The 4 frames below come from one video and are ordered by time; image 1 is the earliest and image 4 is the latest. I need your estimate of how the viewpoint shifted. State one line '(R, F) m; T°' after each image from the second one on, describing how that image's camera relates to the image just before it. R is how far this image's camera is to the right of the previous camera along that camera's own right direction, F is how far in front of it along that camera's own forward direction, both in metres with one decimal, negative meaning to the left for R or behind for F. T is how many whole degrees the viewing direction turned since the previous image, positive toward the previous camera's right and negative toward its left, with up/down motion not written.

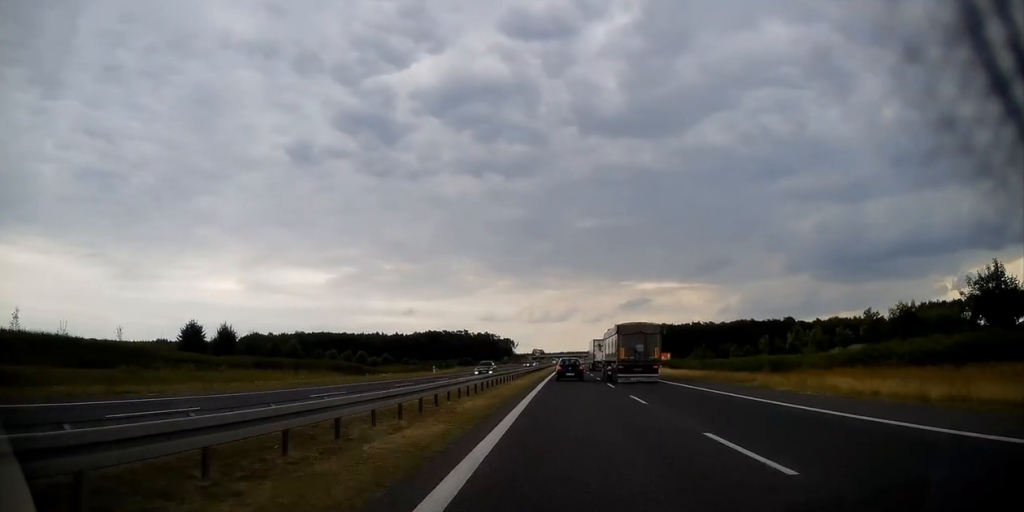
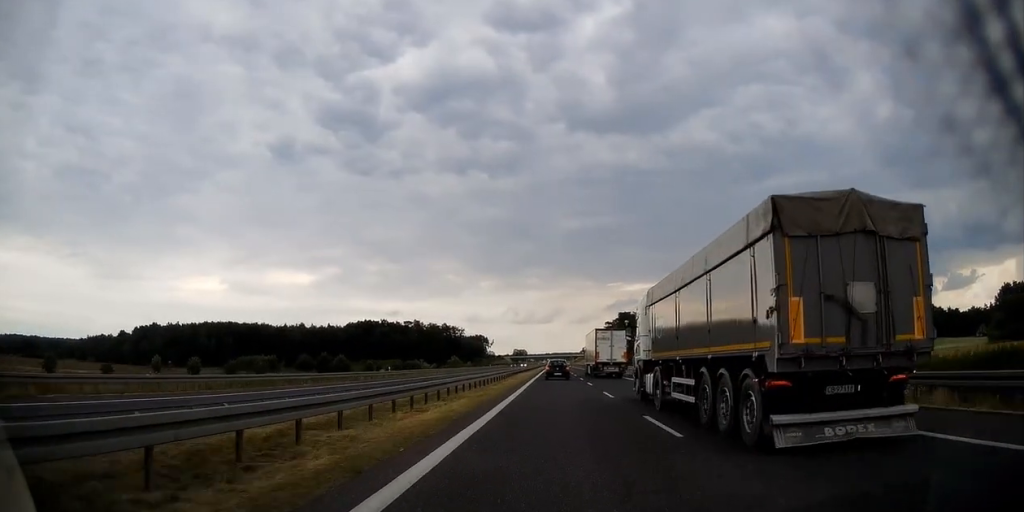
(+2.5, +116.9) m; +2°
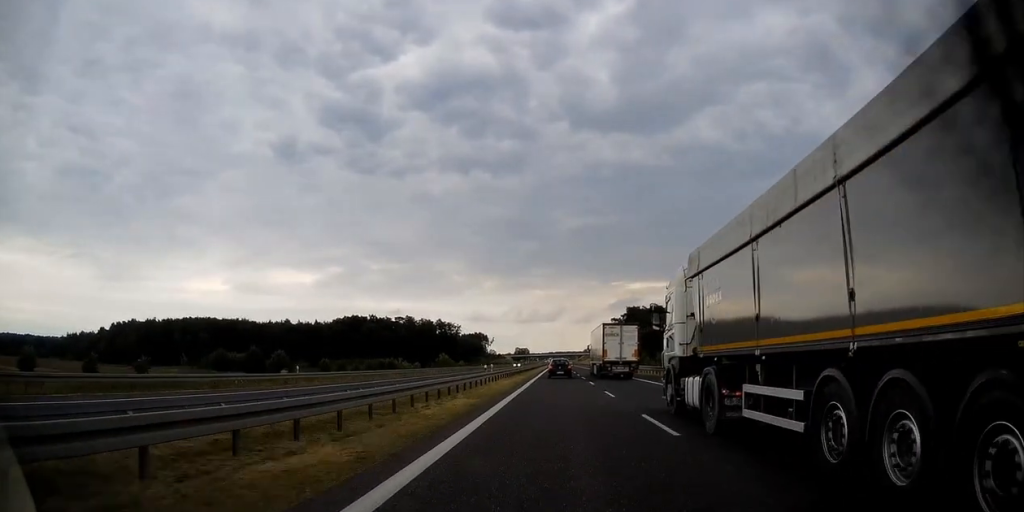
(0.0, +24.1) m; 0°
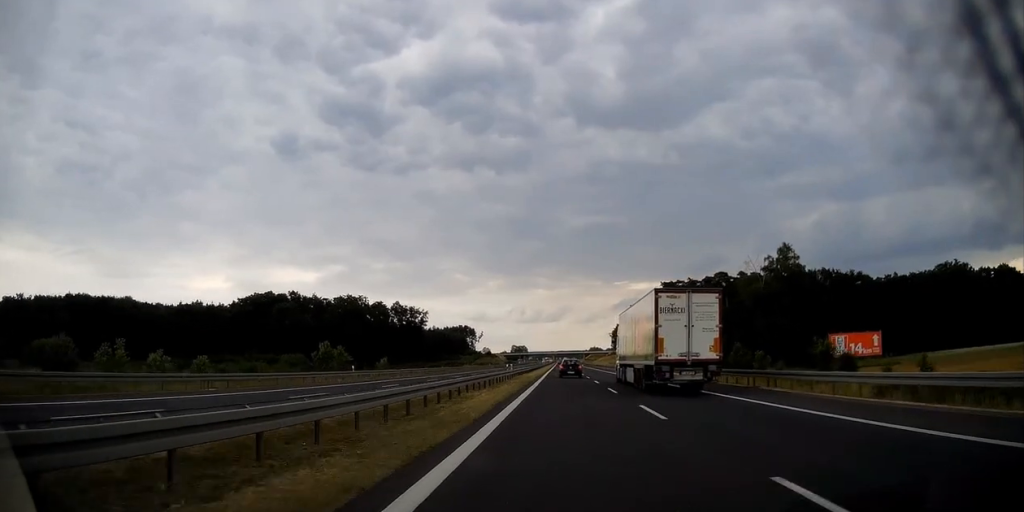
(-0.9, +89.5) m; -1°
